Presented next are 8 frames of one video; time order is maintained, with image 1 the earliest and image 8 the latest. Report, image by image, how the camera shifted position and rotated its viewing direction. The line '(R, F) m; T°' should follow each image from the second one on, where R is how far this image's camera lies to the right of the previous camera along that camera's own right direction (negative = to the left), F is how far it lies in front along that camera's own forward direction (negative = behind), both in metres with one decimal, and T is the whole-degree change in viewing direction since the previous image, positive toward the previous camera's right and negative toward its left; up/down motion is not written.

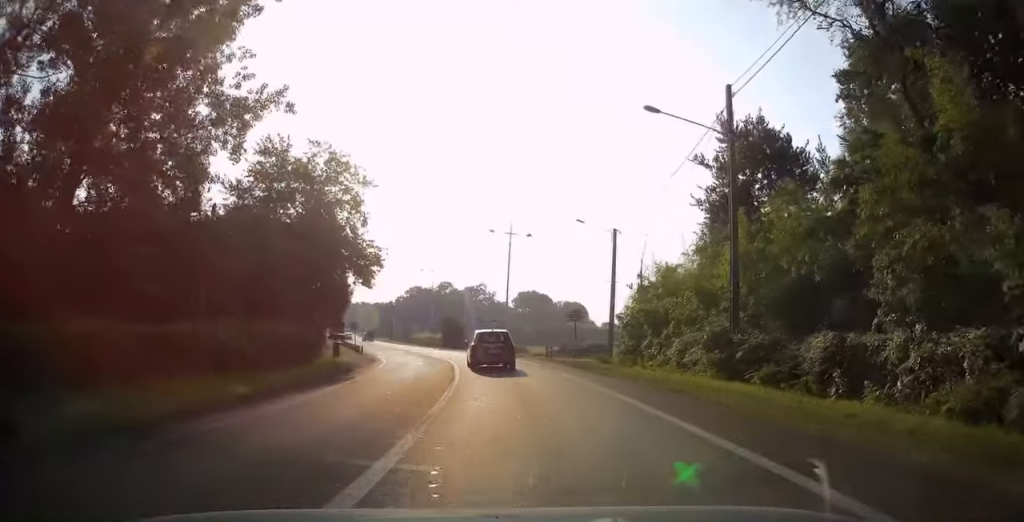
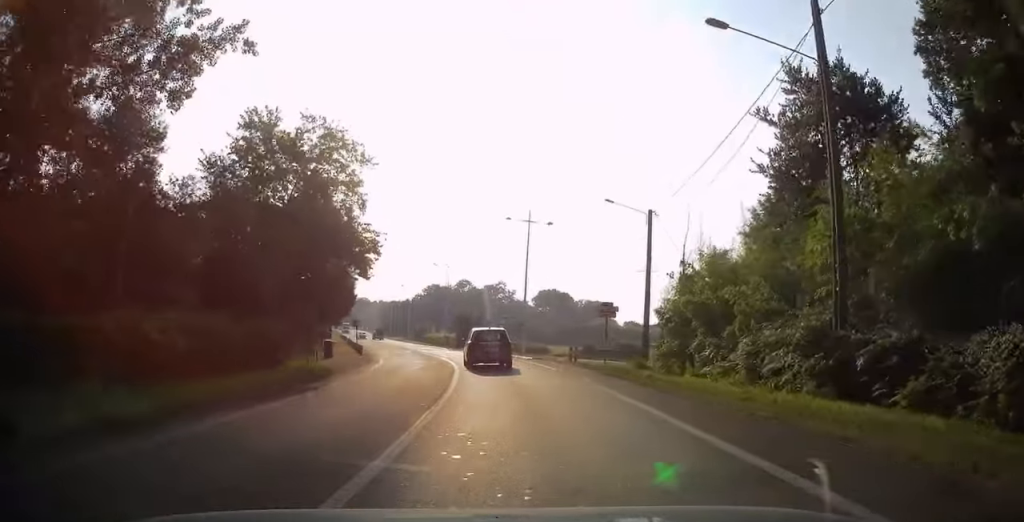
(0.0, +5.9) m; -1°
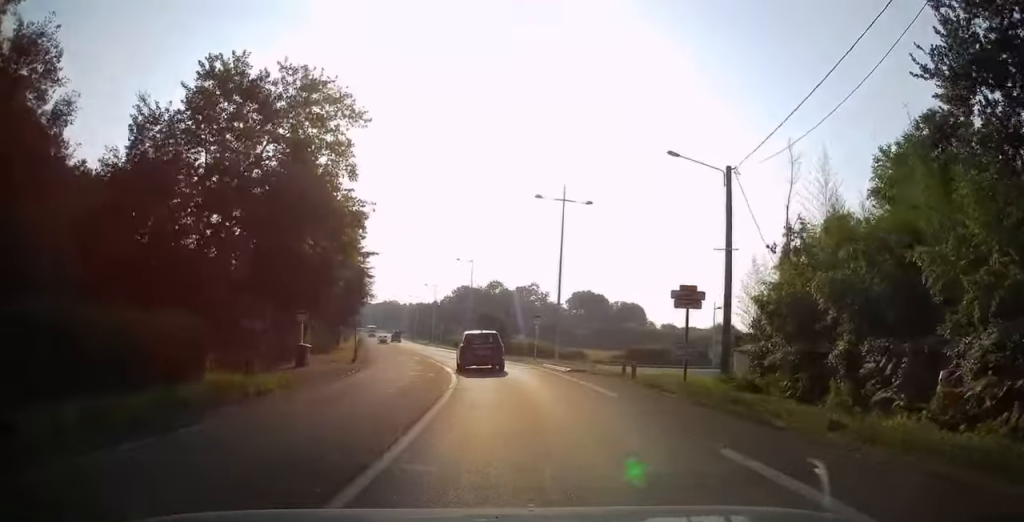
(-0.2, +9.6) m; -3°
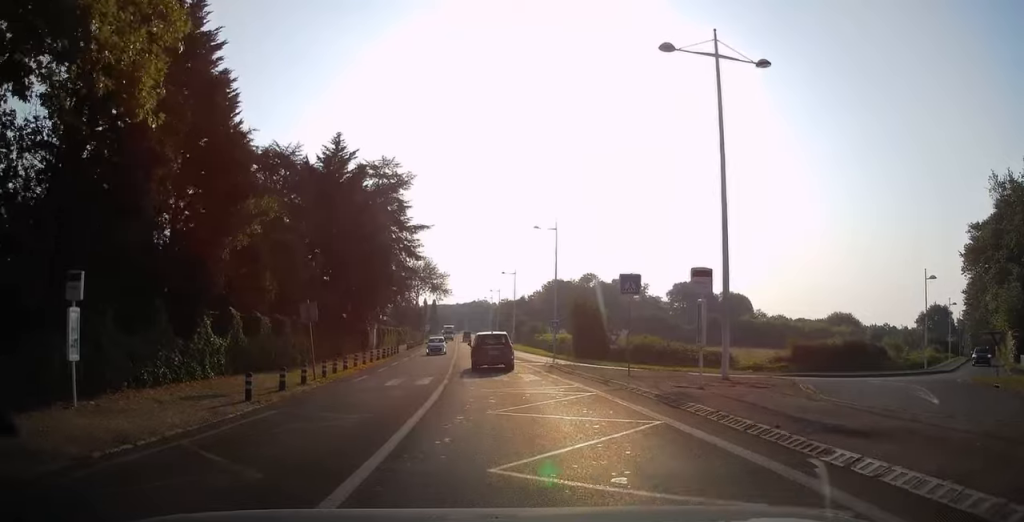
(-1.8, +23.3) m; -10°
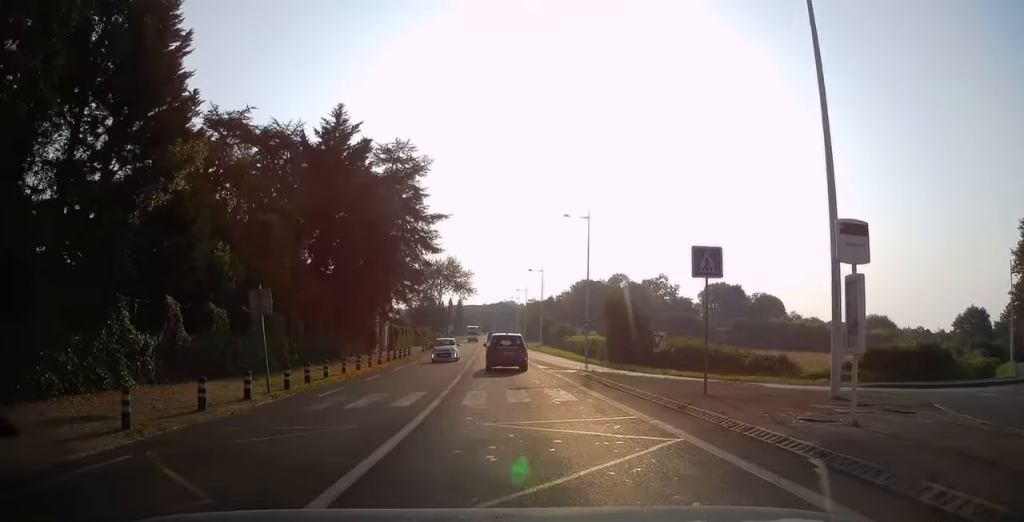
(-0.4, +6.3) m; -2°
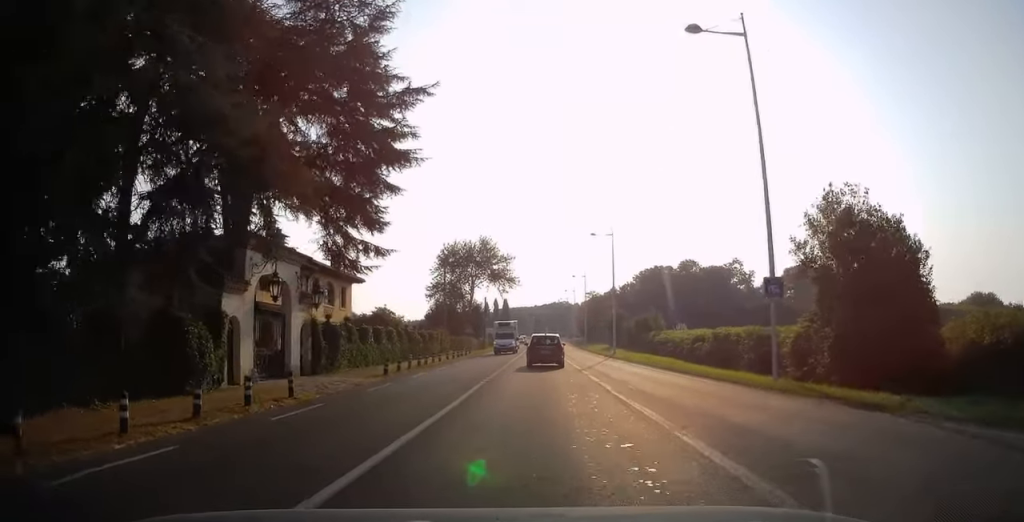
(-2.2, +32.2) m; -4°
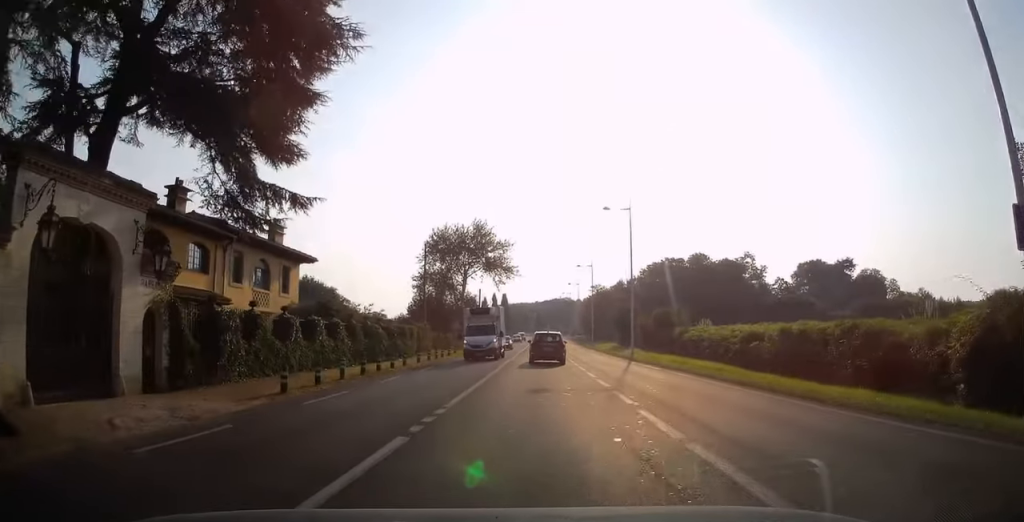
(+0.2, +11.5) m; +1°
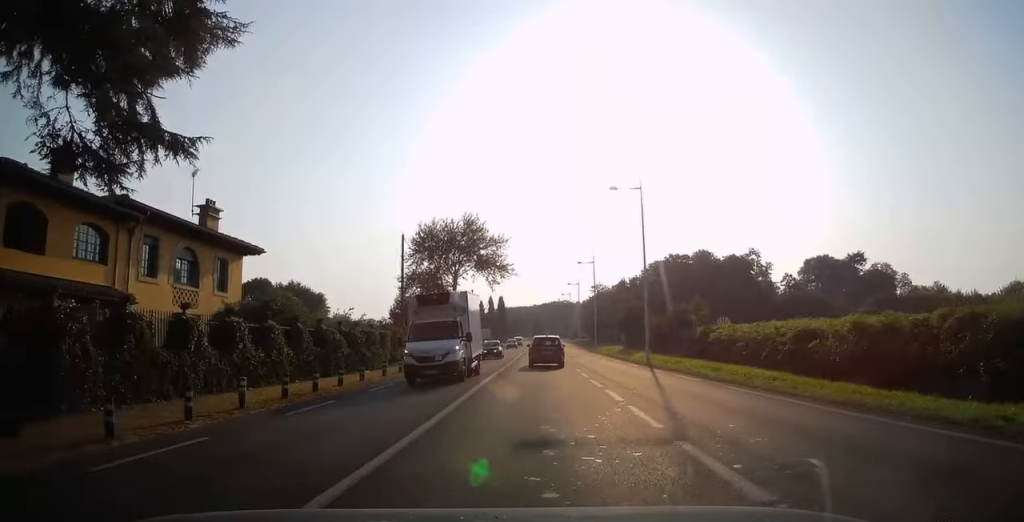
(+0.2, +7.6) m; 0°
